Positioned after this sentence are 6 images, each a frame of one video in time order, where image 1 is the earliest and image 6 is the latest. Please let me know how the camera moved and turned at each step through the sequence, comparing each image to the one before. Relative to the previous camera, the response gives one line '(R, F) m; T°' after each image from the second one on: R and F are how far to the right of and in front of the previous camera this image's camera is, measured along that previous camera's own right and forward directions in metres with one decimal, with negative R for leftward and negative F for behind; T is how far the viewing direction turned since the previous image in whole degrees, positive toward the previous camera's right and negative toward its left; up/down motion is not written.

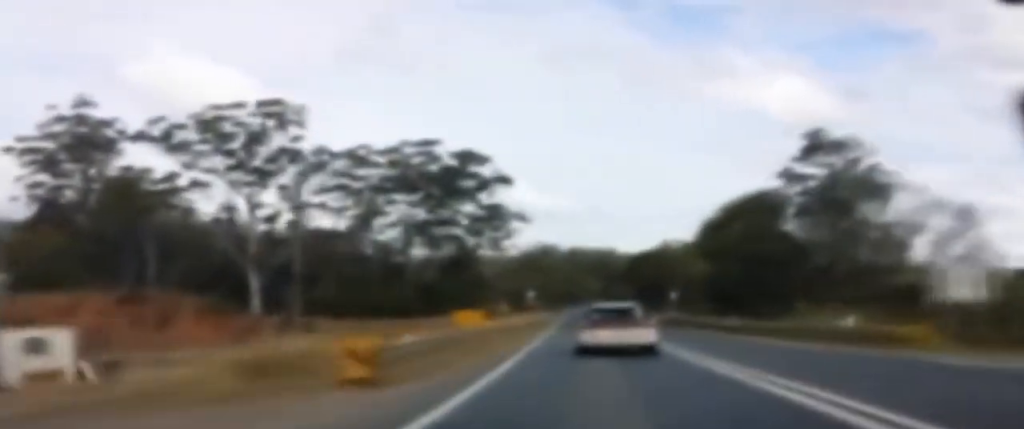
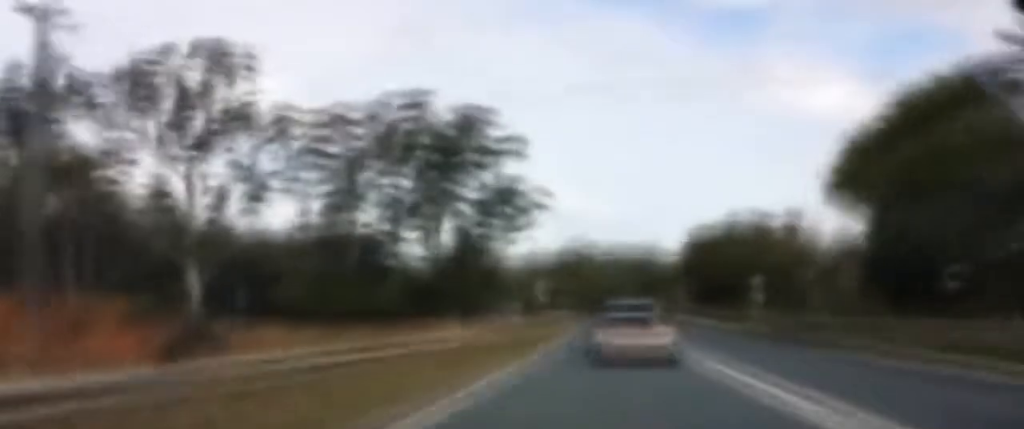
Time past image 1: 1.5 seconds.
(0.0, +28.4) m; 0°
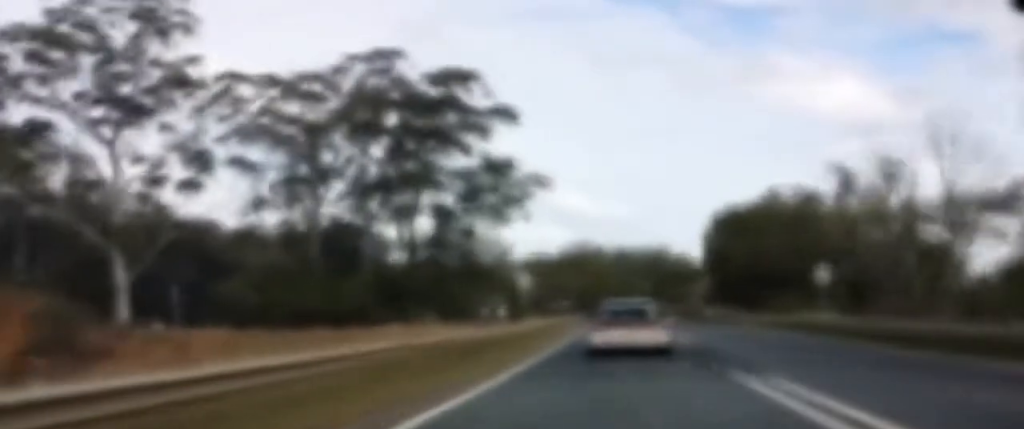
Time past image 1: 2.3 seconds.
(-0.2, +15.9) m; -1°
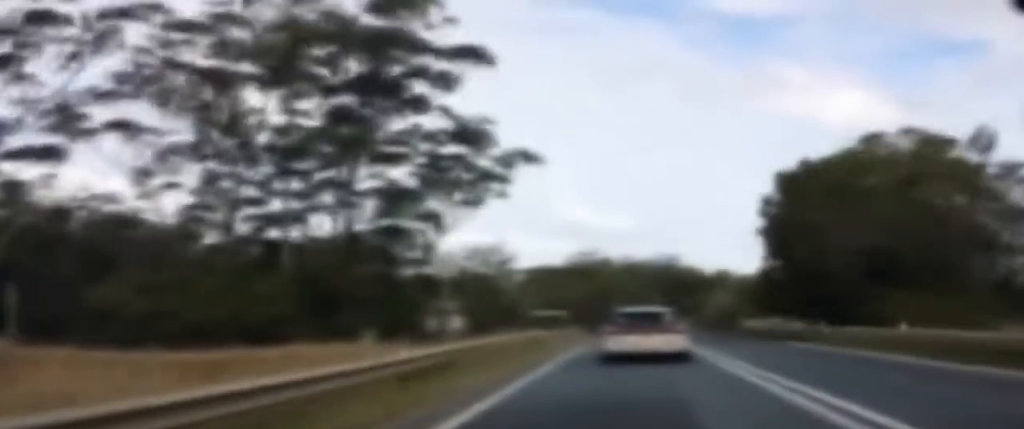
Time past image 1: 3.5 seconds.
(-0.5, +23.8) m; -2°
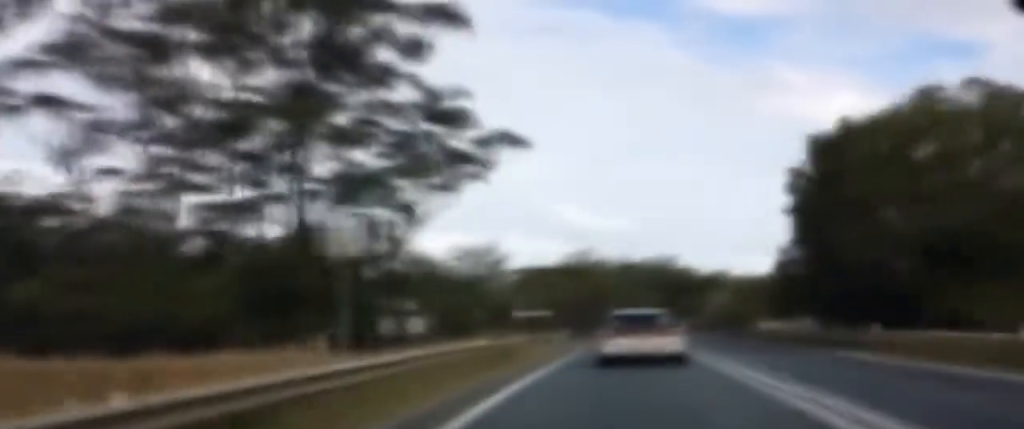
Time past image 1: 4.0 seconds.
(0.0, +9.2) m; 0°
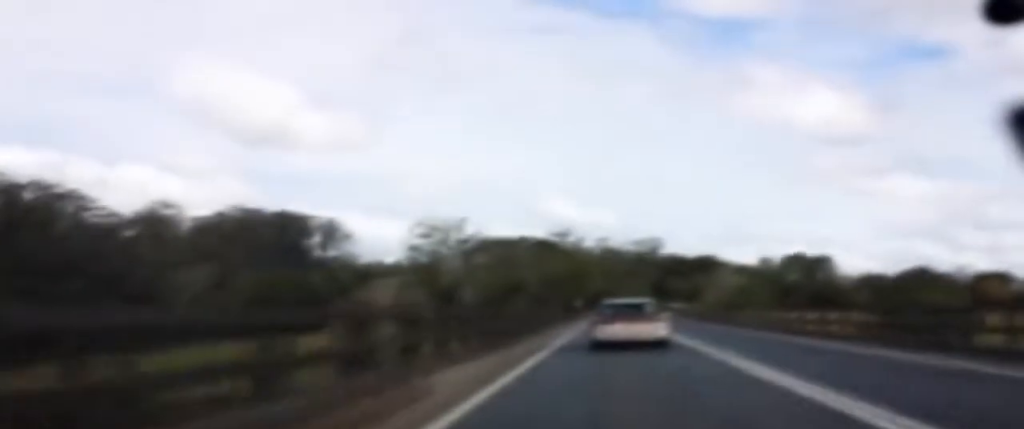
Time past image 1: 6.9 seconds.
(+1.4, +76.9) m; +1°
